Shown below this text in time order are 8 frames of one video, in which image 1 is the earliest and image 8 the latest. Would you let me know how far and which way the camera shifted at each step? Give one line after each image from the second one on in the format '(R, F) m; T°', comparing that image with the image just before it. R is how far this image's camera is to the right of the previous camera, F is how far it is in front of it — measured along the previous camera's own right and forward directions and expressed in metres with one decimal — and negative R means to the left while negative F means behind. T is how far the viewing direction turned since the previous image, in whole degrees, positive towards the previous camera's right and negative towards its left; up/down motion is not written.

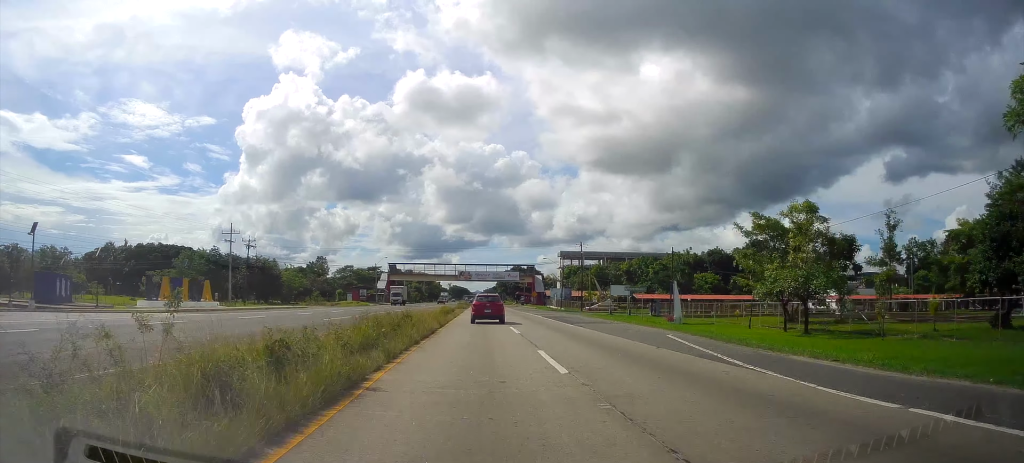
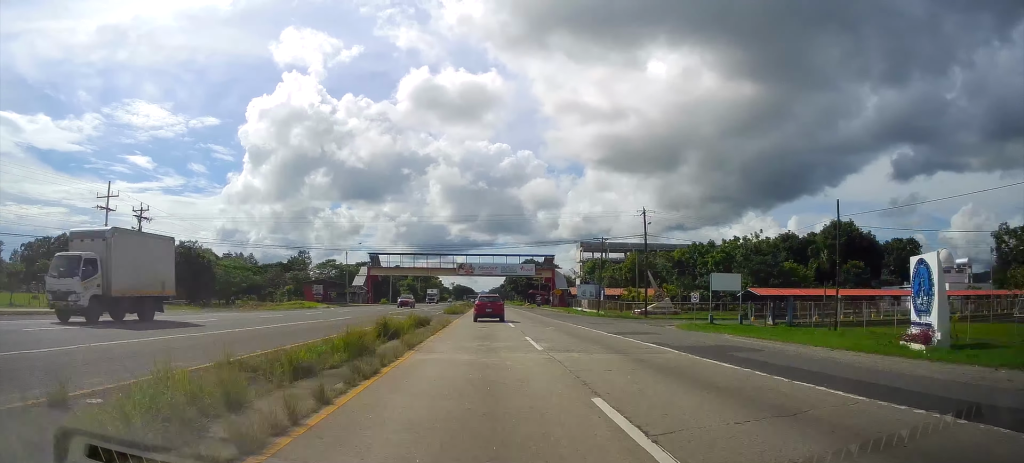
(0.0, +32.1) m; 0°
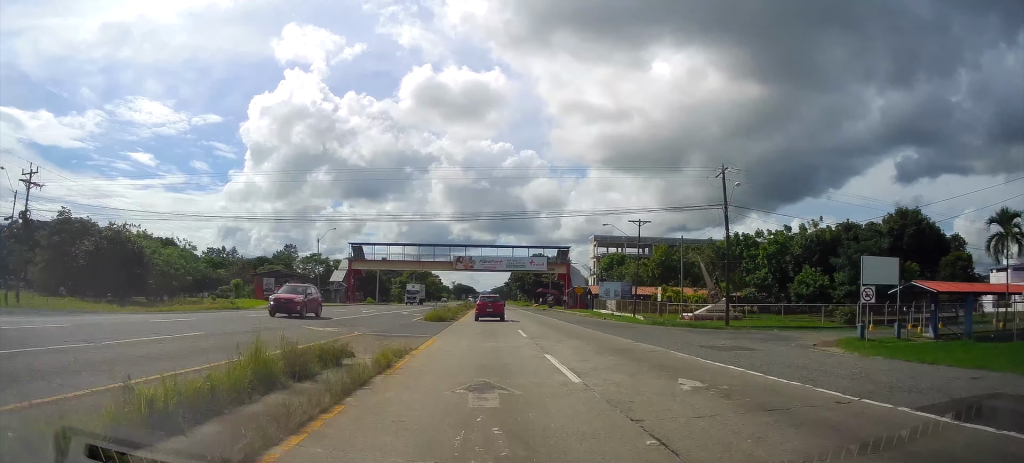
(+0.1, +18.4) m; -1°
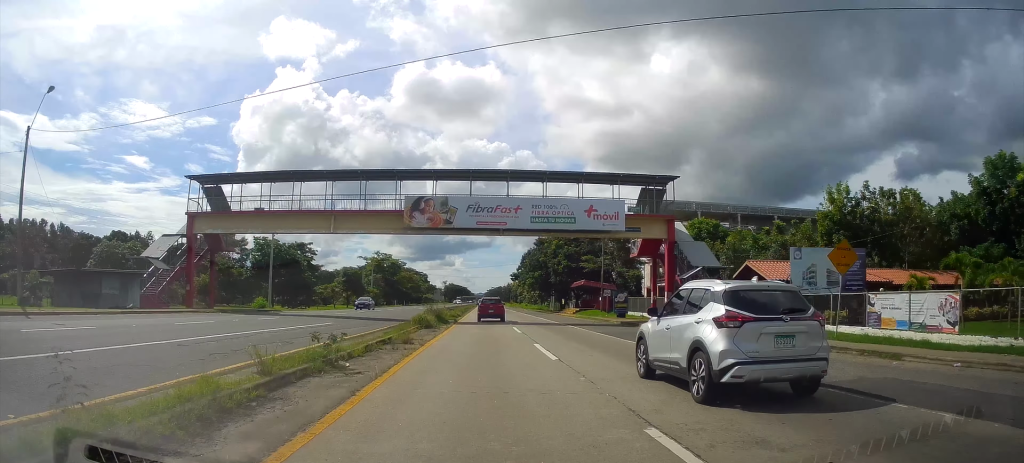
(-0.2, +56.8) m; +1°
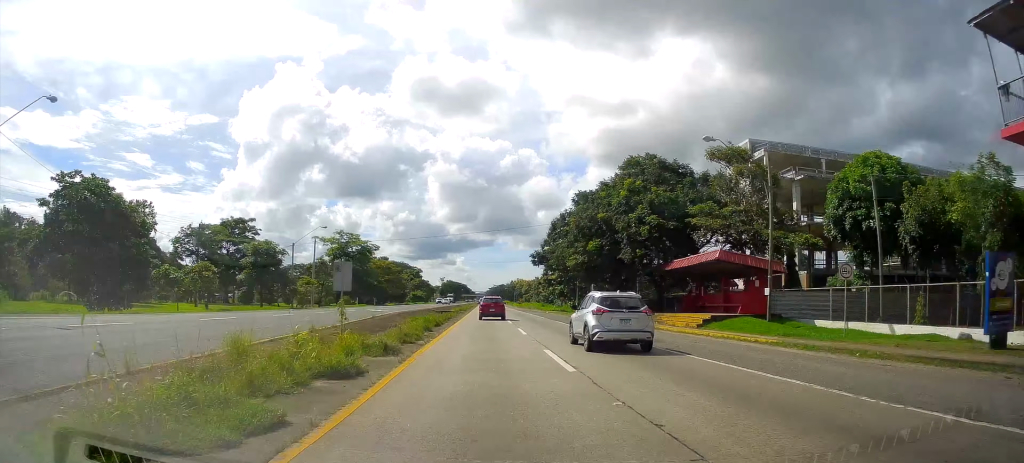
(+0.3, +38.9) m; 0°
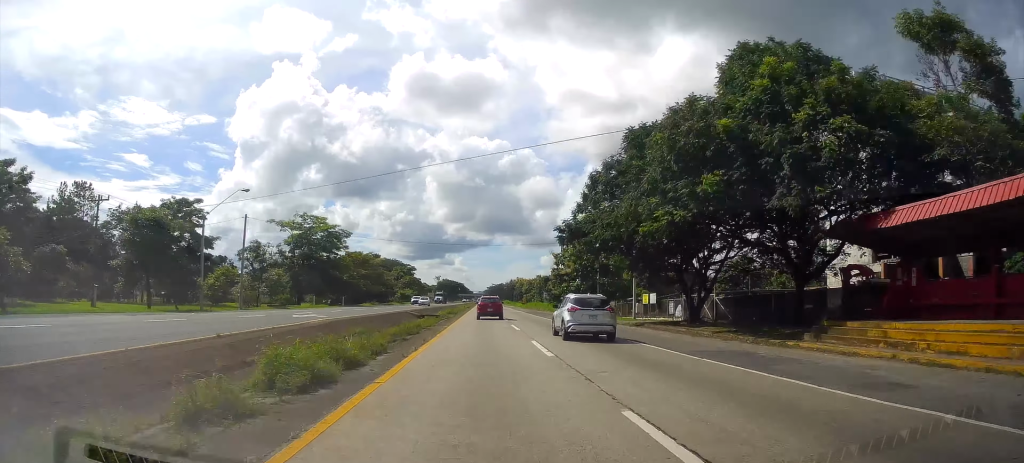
(-0.5, +21.4) m; 0°
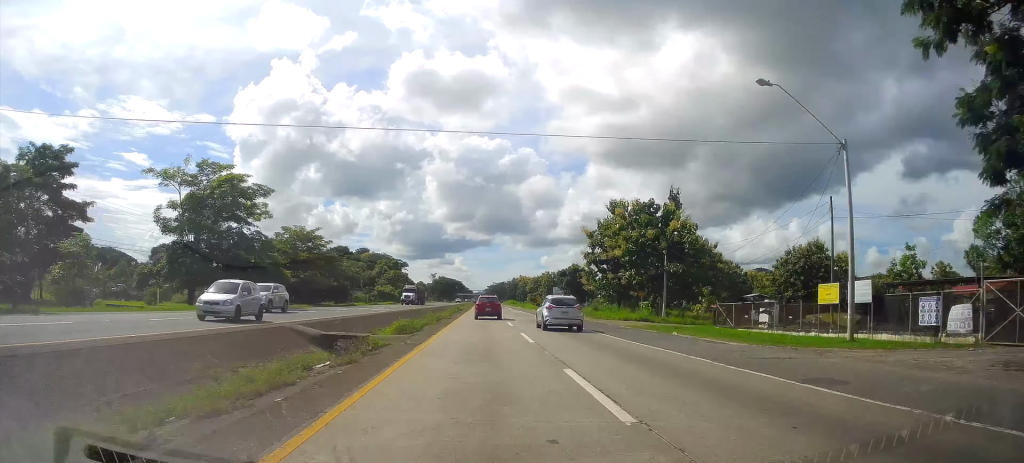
(+0.6, +32.1) m; +1°
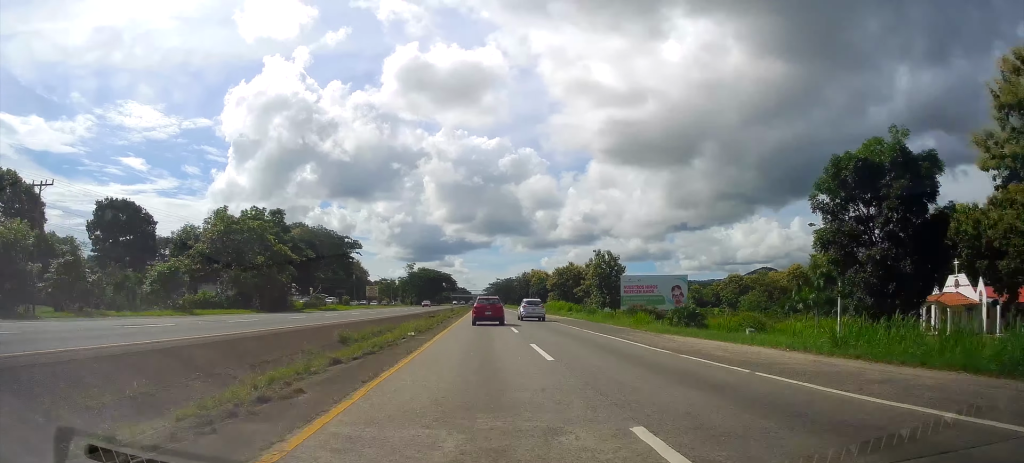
(-1.7, +102.2) m; -2°
